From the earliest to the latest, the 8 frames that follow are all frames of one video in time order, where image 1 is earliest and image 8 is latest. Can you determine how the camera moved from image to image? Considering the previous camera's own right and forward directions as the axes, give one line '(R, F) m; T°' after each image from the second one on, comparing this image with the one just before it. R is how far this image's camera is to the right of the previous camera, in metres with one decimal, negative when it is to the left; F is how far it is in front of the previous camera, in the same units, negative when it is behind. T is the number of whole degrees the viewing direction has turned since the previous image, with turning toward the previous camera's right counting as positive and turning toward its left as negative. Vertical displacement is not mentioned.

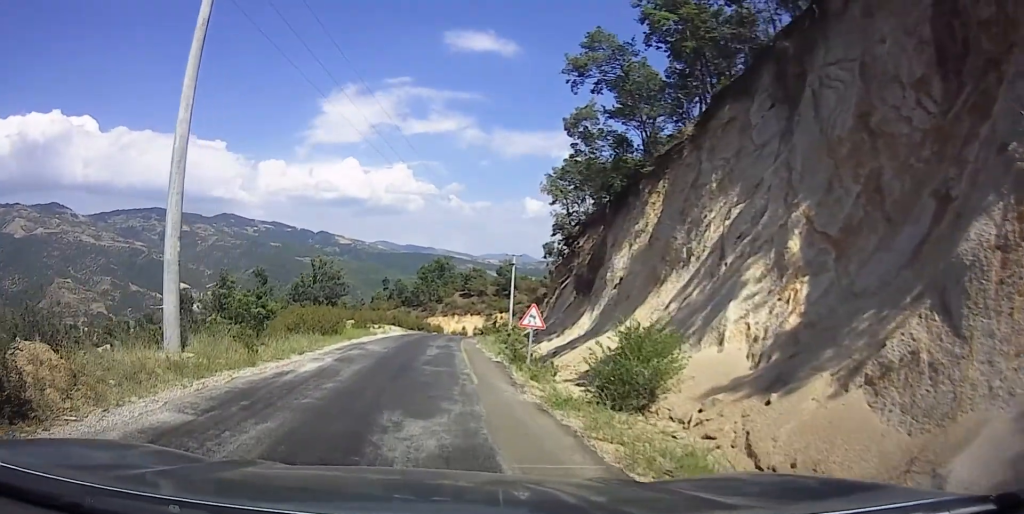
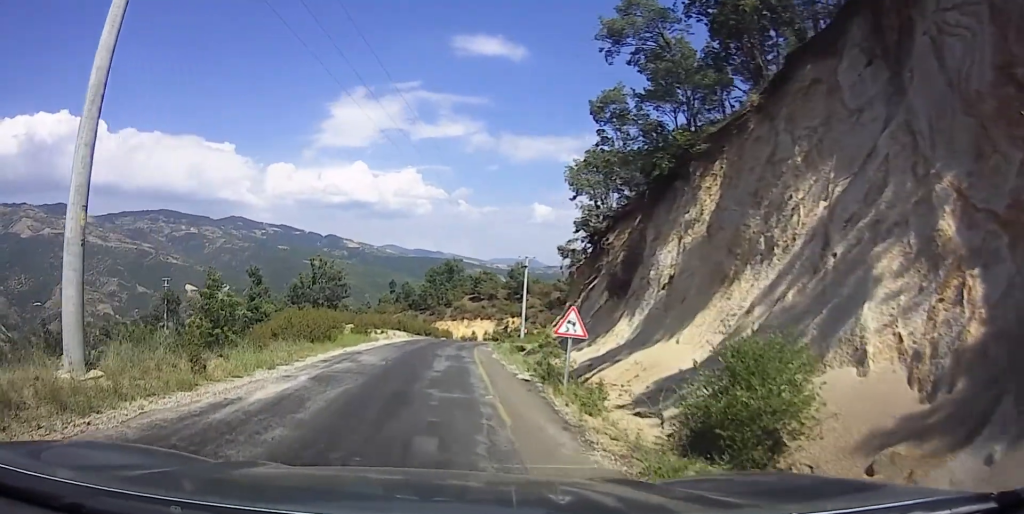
(0.0, +4.5) m; 0°
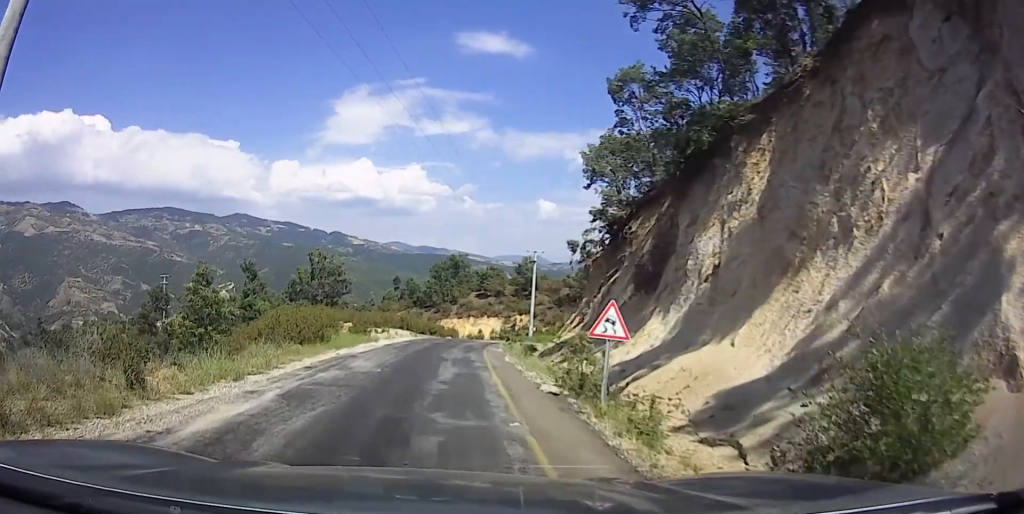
(0.0, +3.0) m; 0°
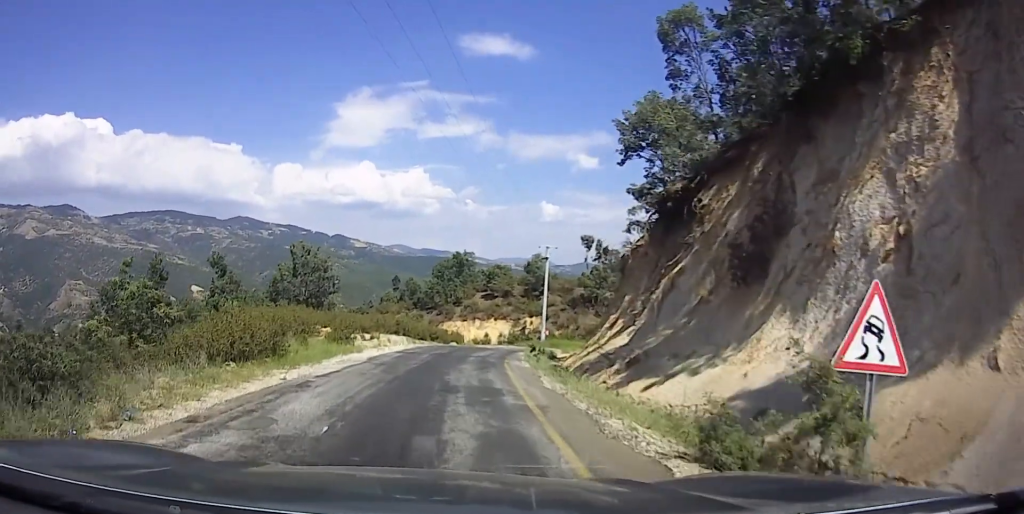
(0.0, +7.3) m; 0°
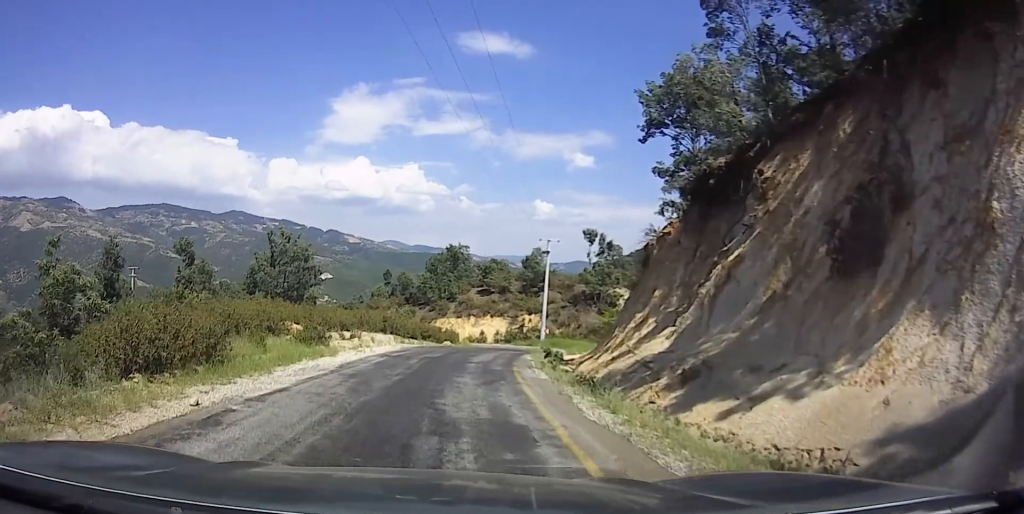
(0.0, +4.5) m; 0°
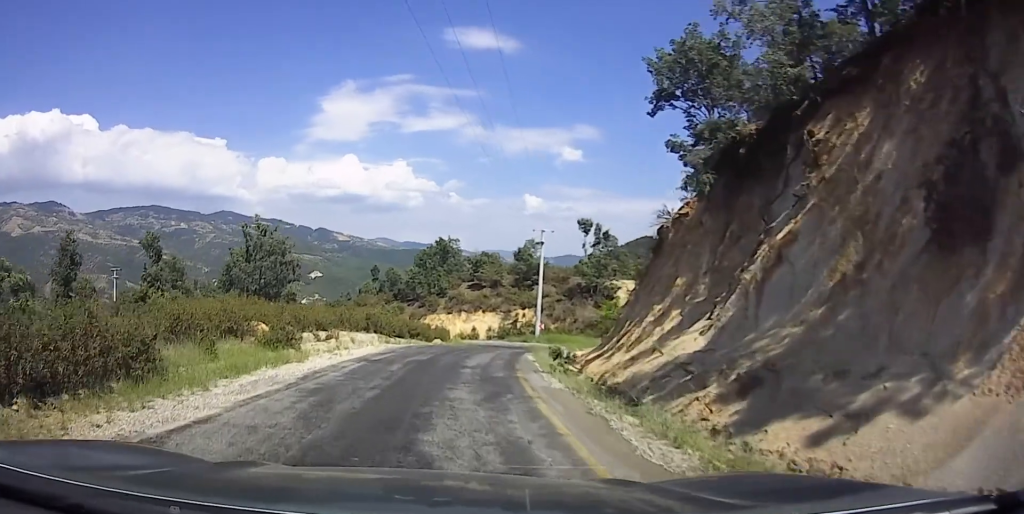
(0.0, +3.1) m; 0°
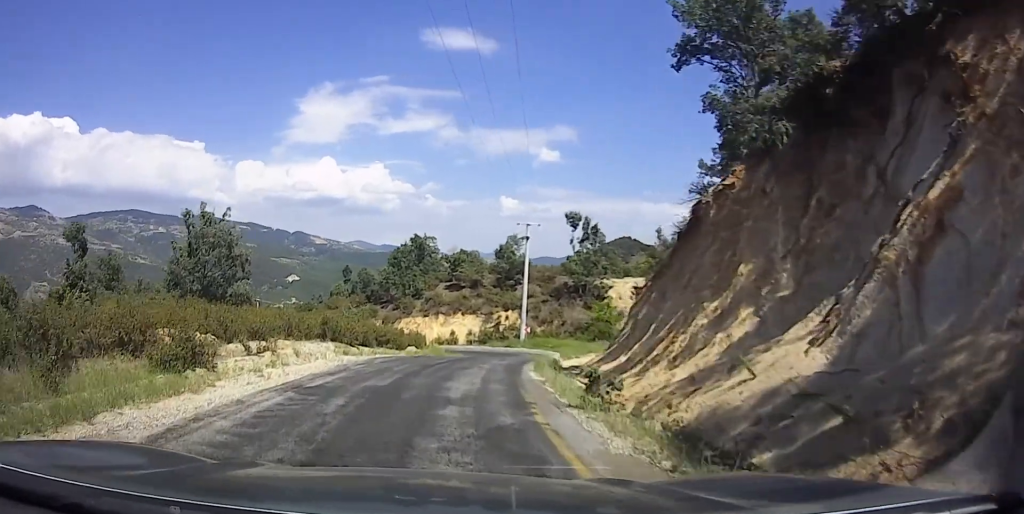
(0.0, +5.8) m; 0°
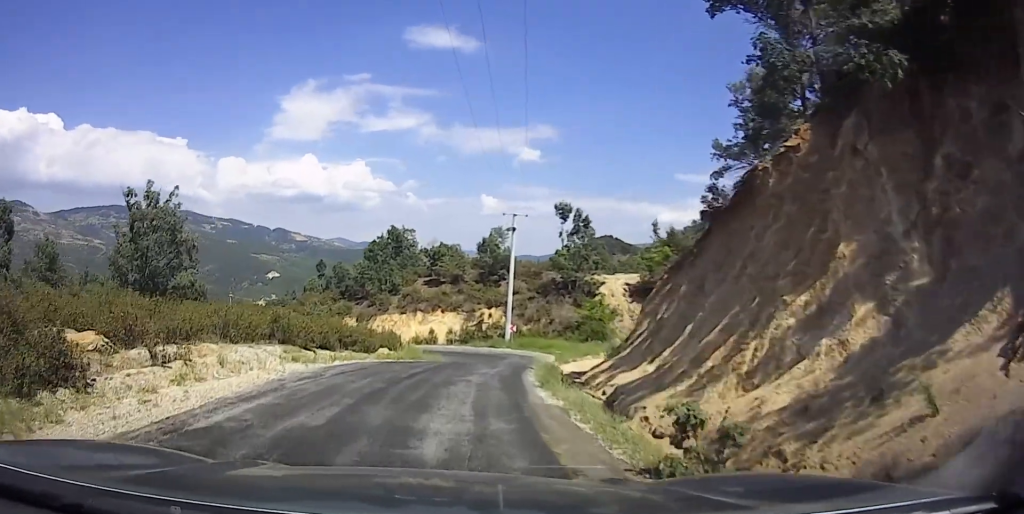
(0.0, +4.7) m; -5°
